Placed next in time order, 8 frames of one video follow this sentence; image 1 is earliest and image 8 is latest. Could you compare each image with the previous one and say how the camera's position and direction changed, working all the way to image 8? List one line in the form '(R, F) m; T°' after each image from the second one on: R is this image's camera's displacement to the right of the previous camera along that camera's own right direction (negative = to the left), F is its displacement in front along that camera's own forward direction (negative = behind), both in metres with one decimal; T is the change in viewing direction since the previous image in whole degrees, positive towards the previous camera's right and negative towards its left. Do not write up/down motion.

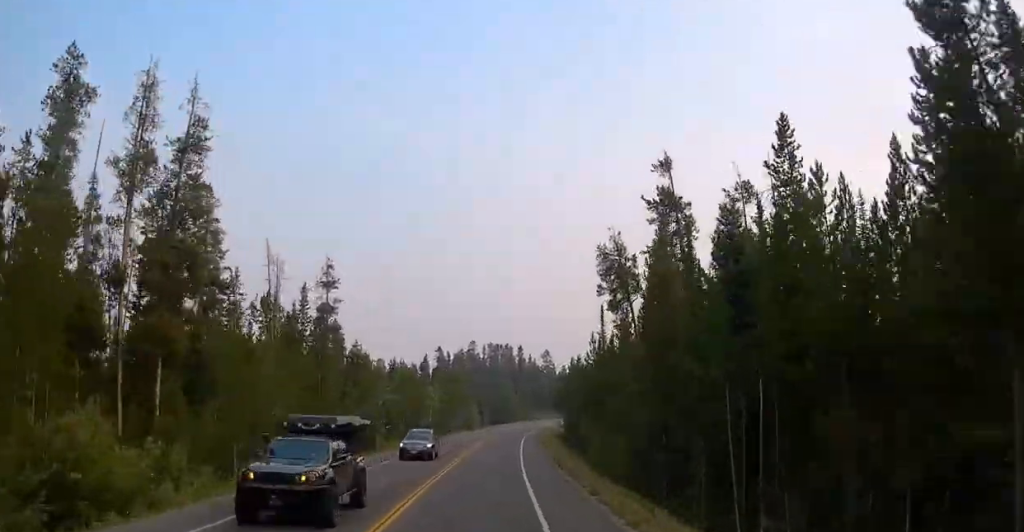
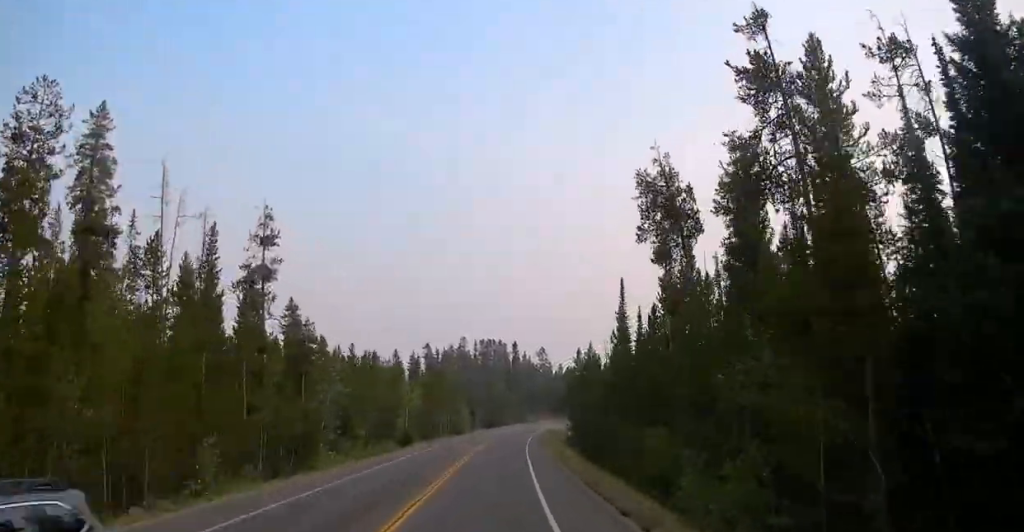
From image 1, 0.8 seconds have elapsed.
(+0.8, +17.3) m; +4°
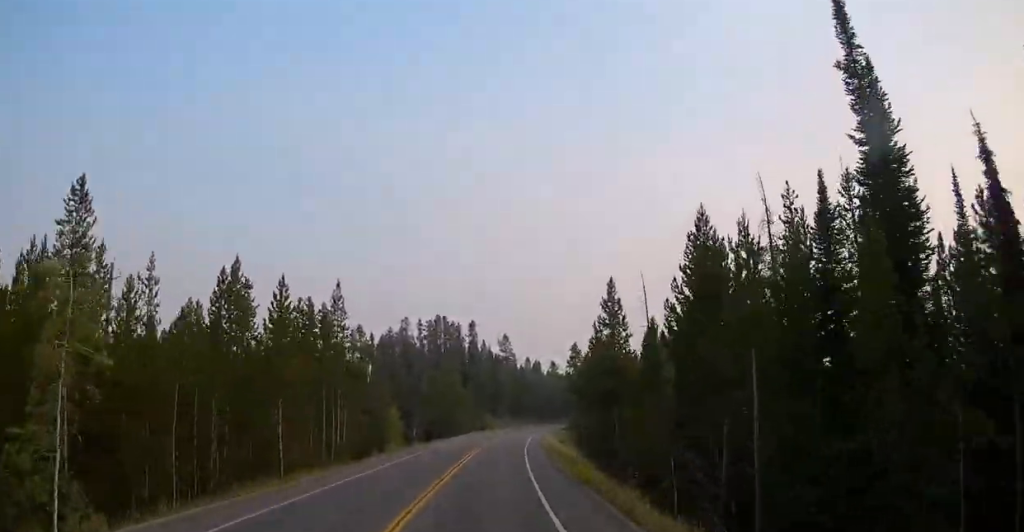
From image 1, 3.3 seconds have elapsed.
(+2.0, +53.0) m; +3°
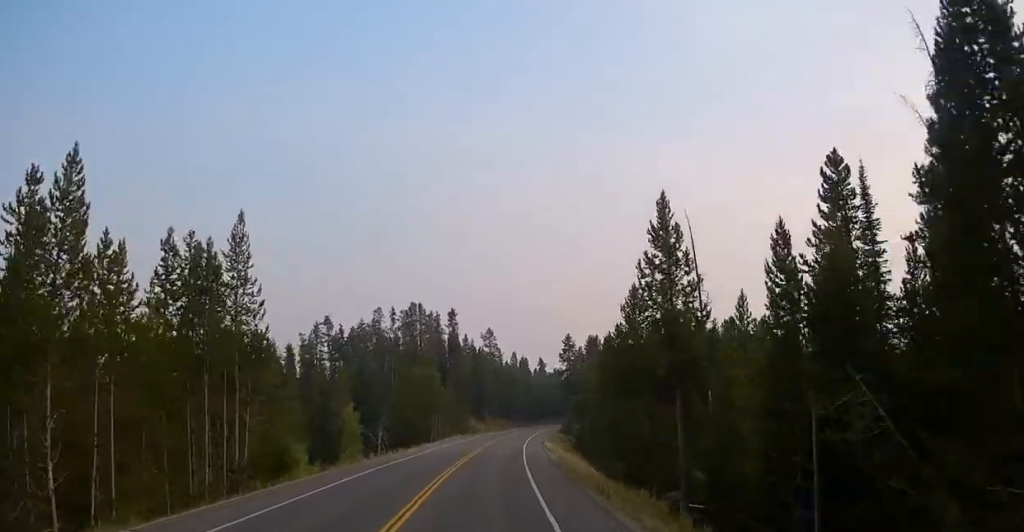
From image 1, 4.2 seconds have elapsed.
(+0.1, +17.8) m; +1°
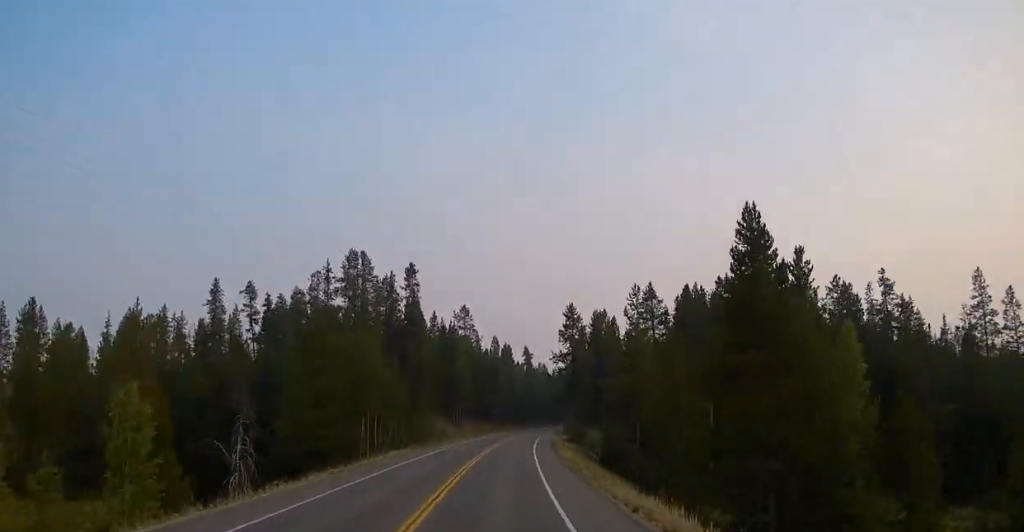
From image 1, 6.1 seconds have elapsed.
(+1.1, +39.9) m; +2°
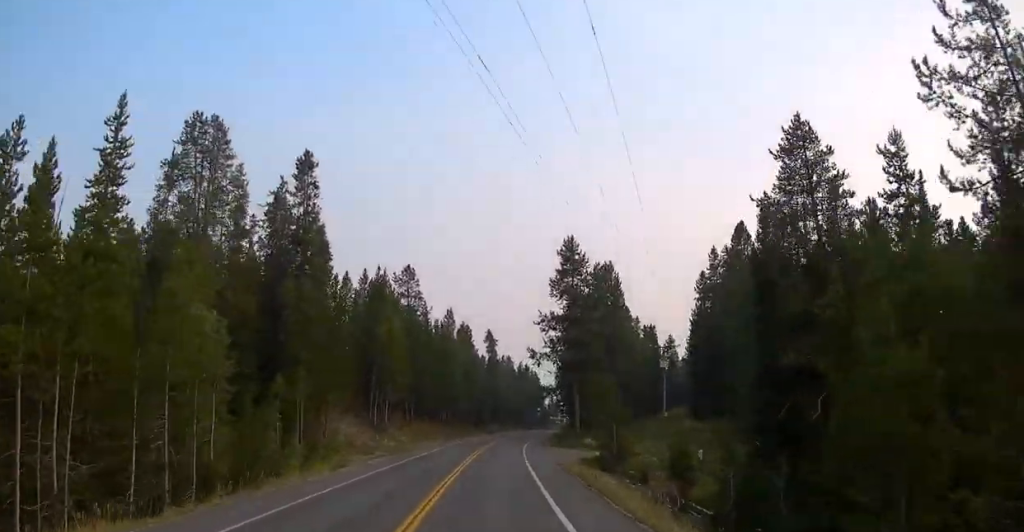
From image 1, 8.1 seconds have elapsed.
(+0.8, +42.8) m; +3°
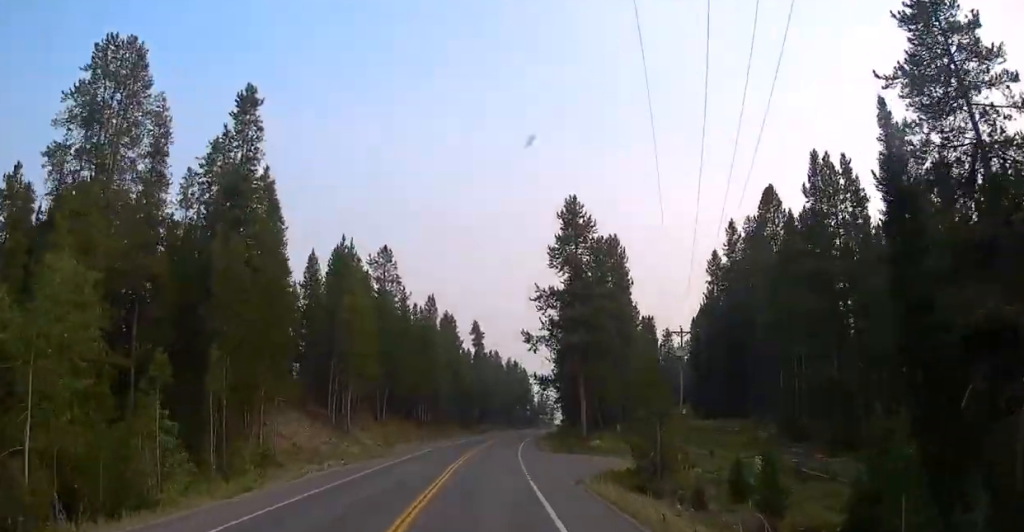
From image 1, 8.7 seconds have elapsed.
(+0.2, +12.0) m; +1°
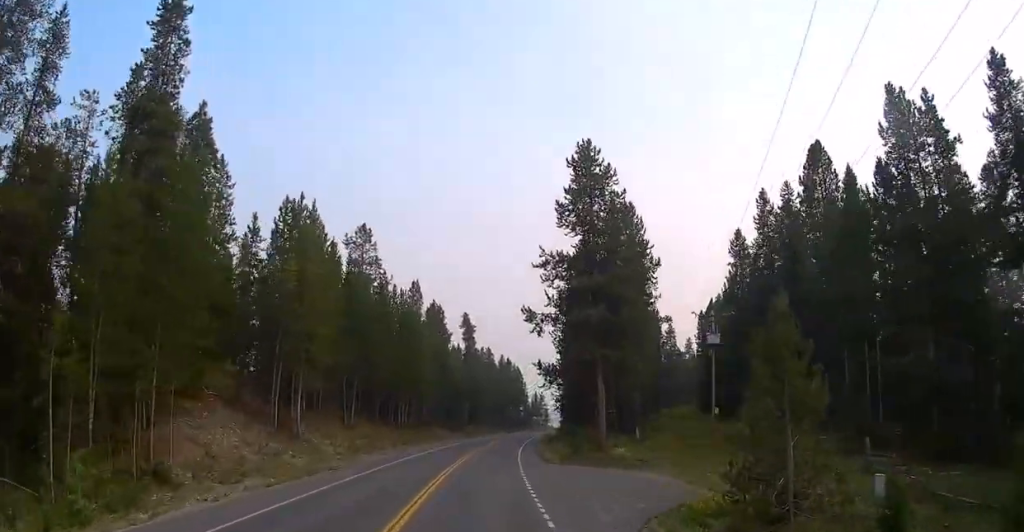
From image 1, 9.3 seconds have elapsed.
(+0.2, +11.9) m; +1°
